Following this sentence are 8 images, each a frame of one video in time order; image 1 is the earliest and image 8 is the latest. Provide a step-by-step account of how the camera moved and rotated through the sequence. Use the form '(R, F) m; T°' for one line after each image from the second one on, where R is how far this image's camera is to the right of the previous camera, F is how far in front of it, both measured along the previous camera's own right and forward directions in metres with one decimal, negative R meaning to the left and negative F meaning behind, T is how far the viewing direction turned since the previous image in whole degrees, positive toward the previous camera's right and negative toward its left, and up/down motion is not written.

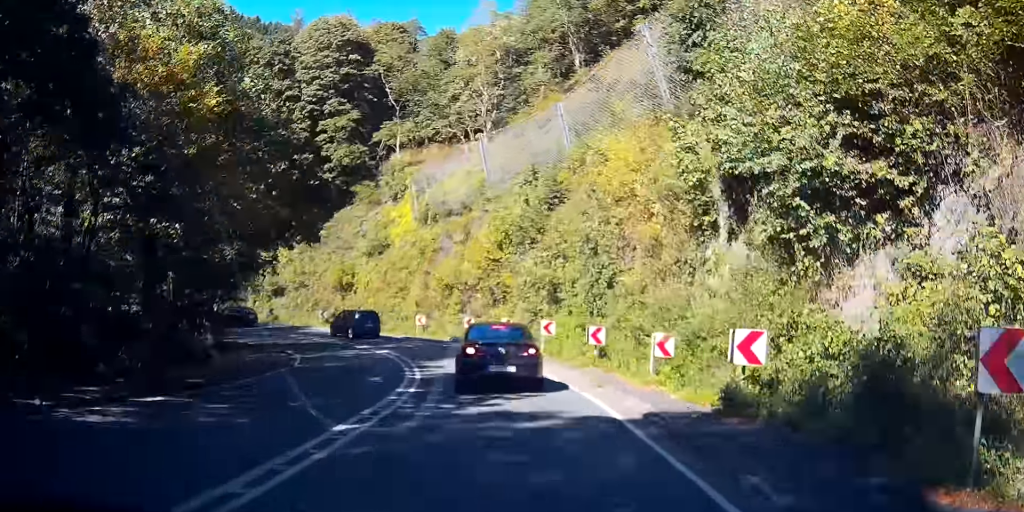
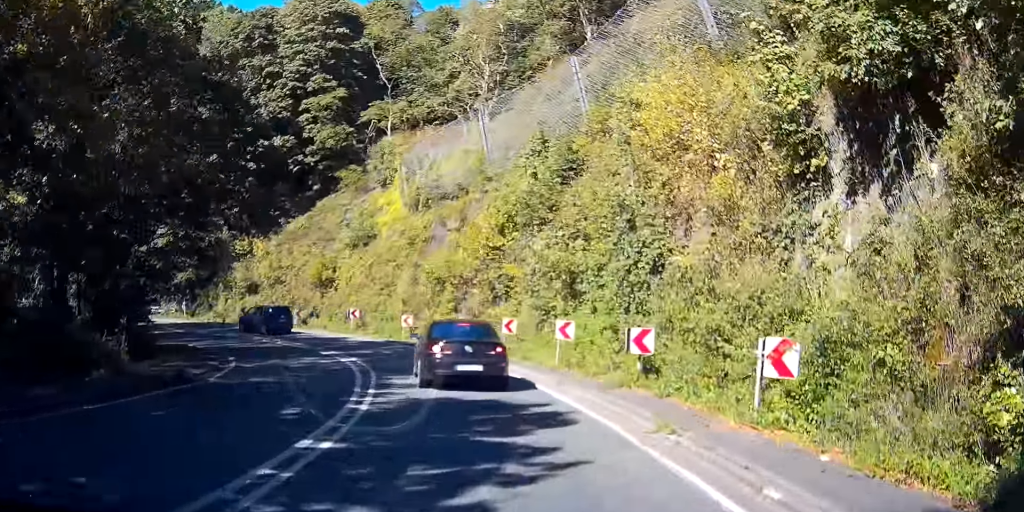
(0.0, +6.9) m; 0°
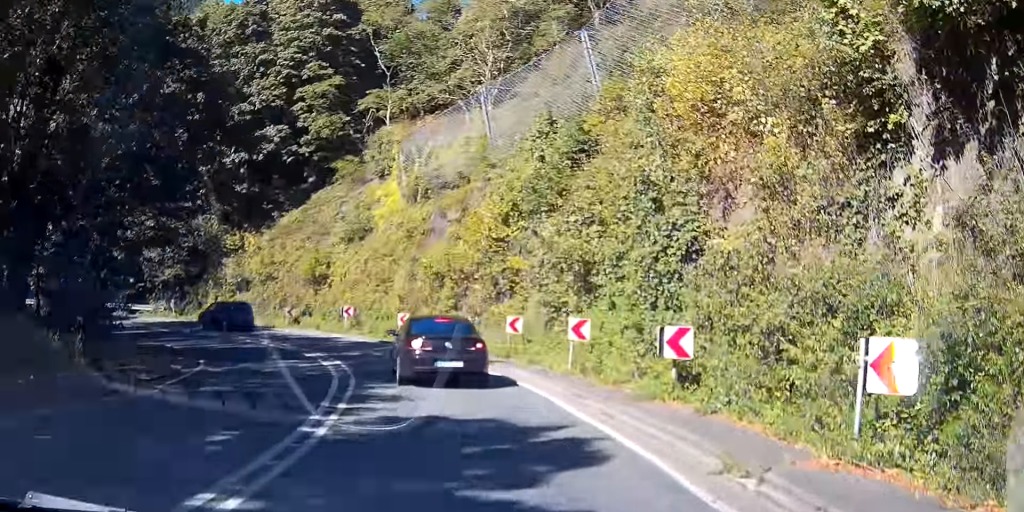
(0.0, +2.9) m; -1°
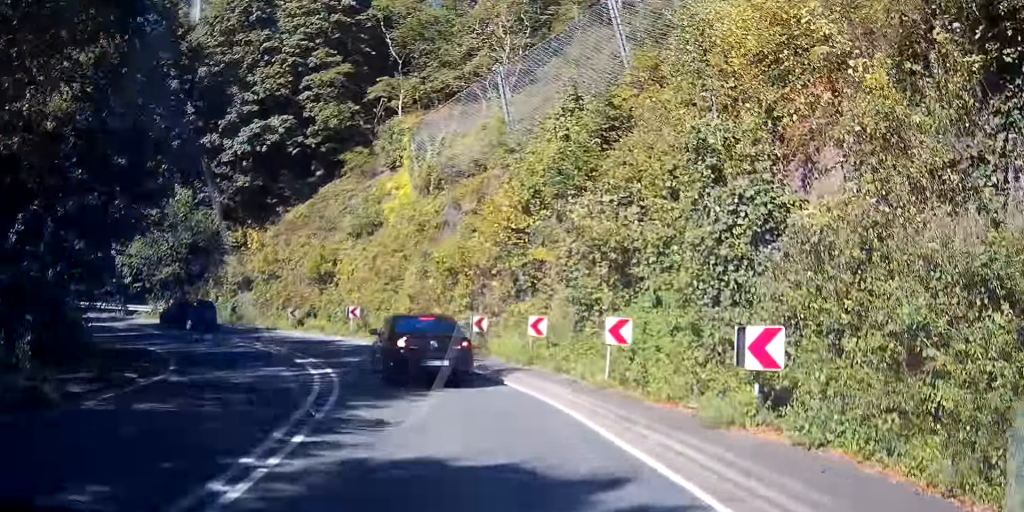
(0.0, +3.4) m; -2°
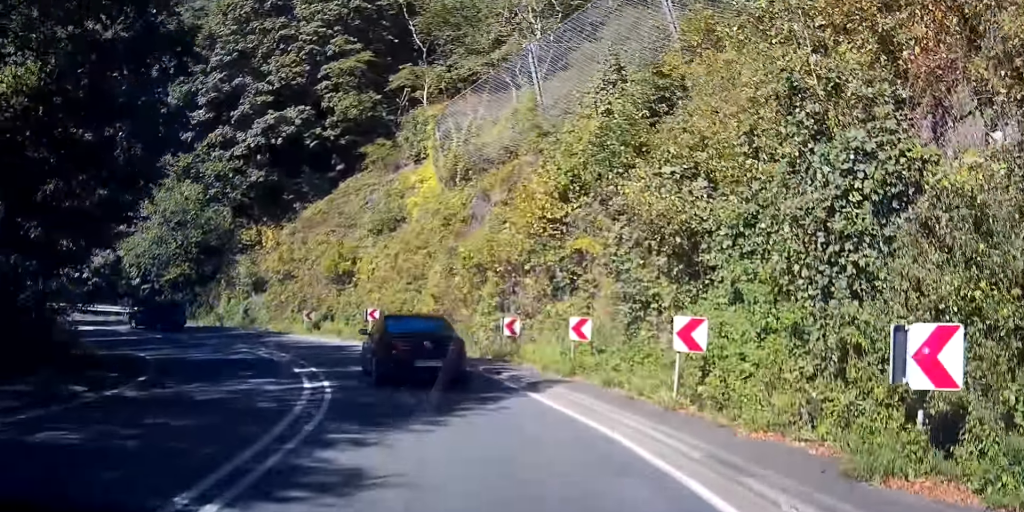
(0.0, +3.5) m; -3°
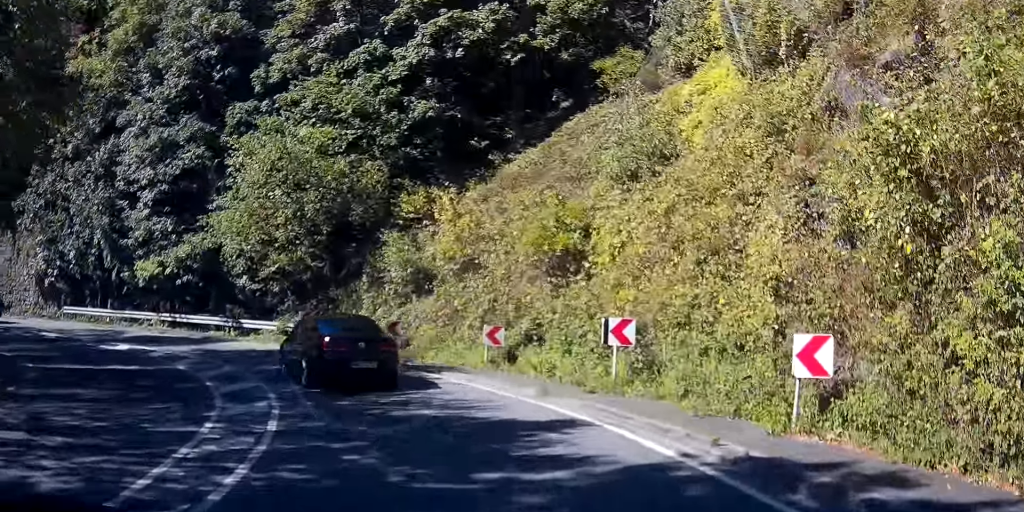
(-5.2, +20.1) m; -26°
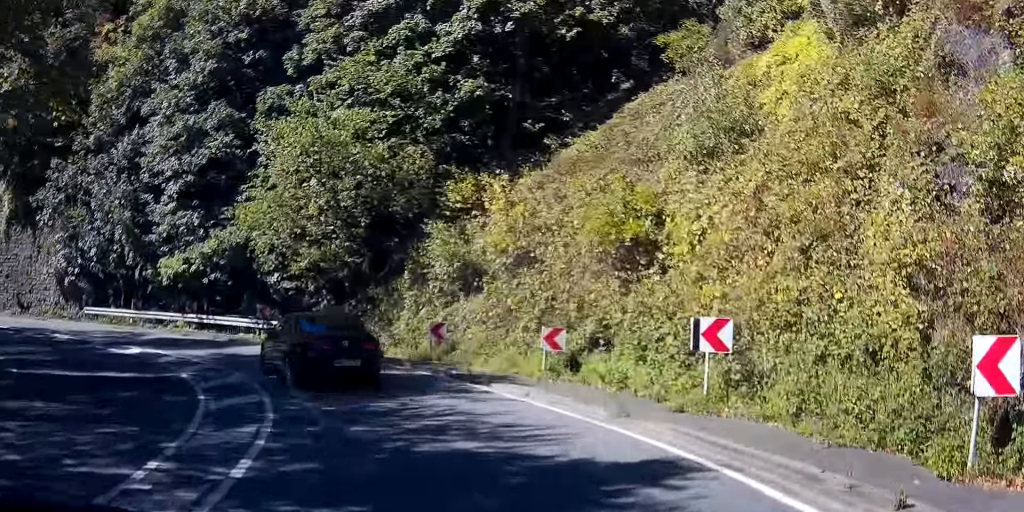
(0.0, +3.4) m; -1°
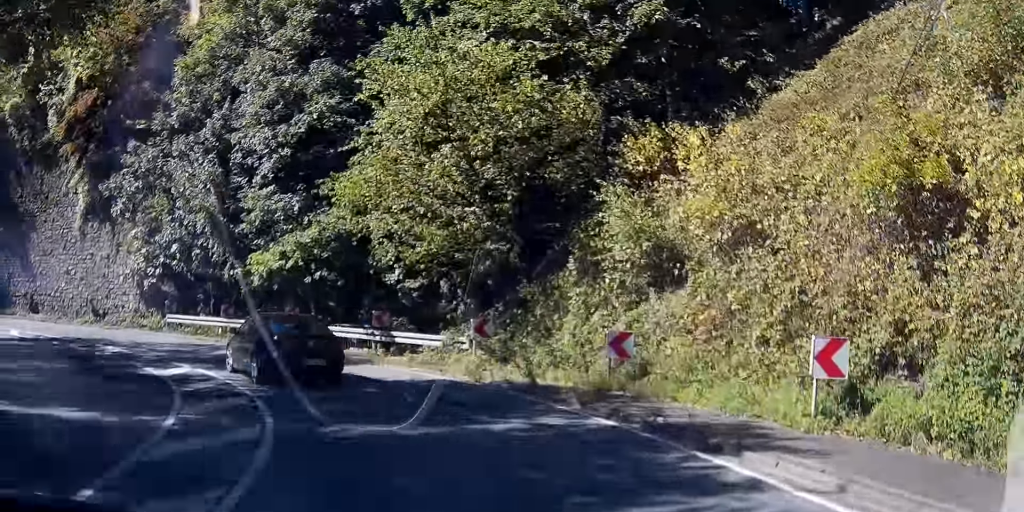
(0.0, +8.6) m; -6°
